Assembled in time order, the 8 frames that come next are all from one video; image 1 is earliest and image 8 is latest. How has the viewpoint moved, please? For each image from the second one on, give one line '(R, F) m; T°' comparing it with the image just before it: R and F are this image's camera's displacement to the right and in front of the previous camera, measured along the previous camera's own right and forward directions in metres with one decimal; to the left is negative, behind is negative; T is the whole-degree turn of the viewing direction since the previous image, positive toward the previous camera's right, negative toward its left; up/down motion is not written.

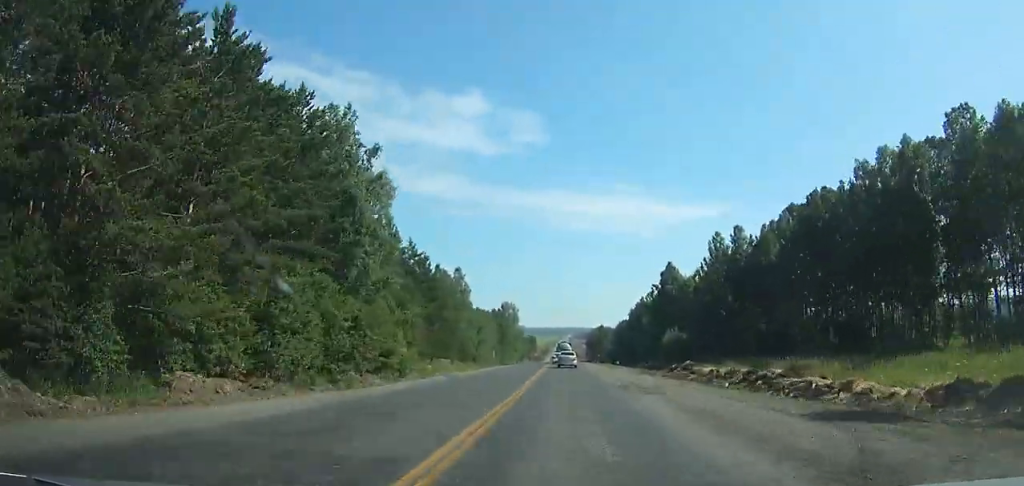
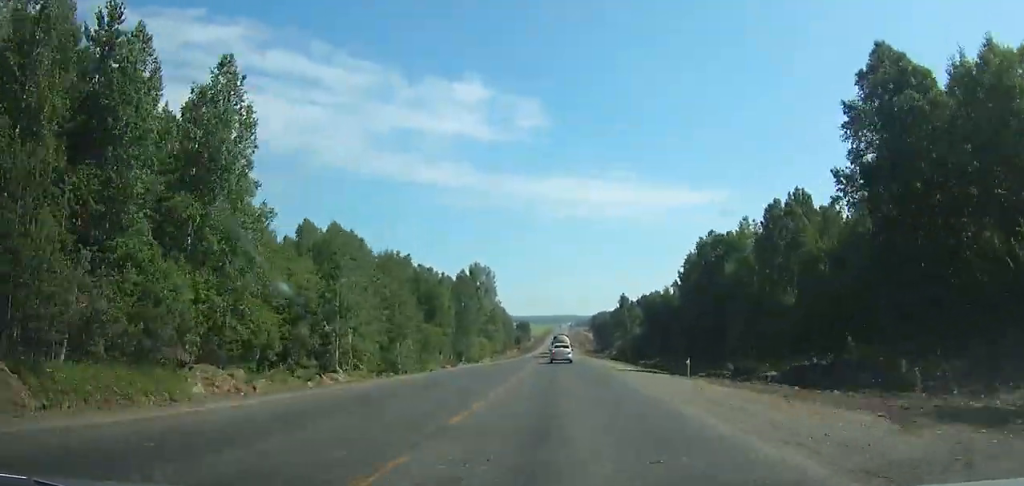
(-0.2, +79.9) m; 0°
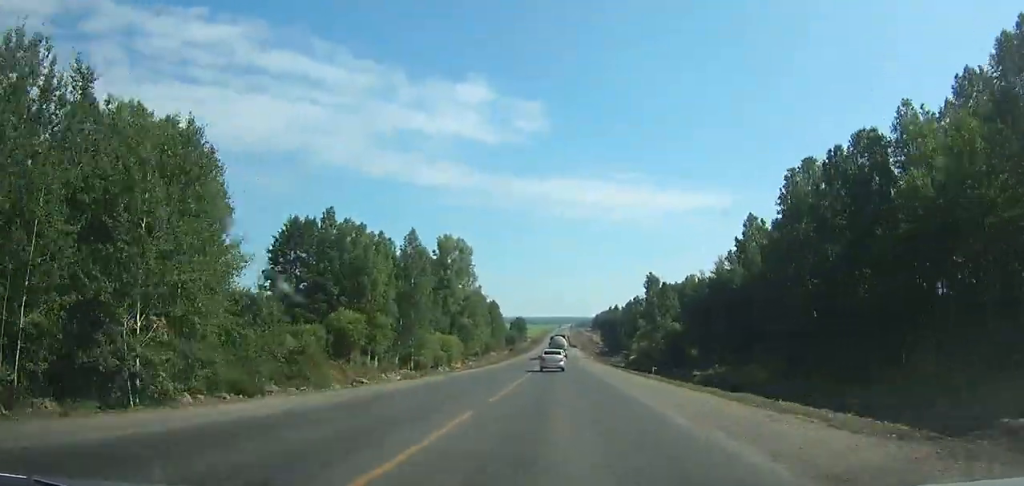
(+0.1, +42.4) m; 0°
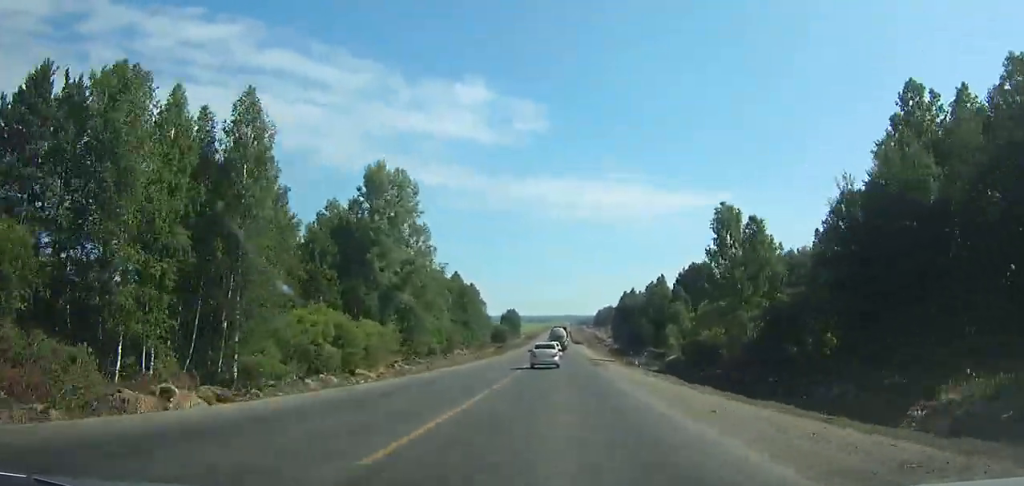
(+0.1, +44.6) m; 0°
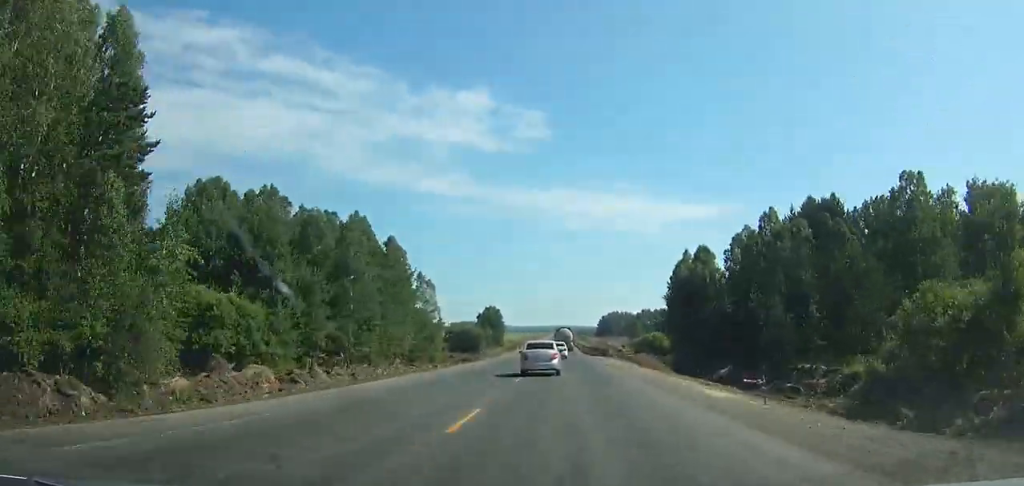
(-0.2, +70.5) m; 0°
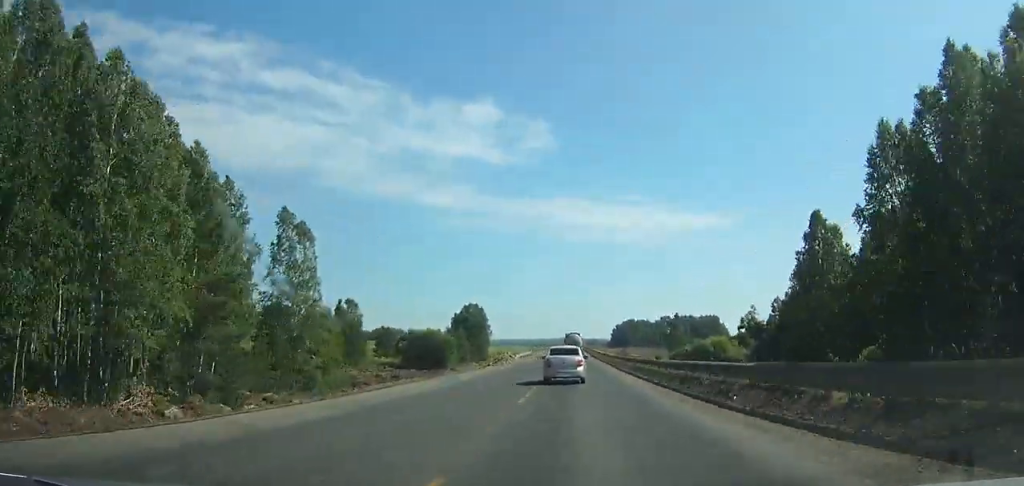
(-0.1, +56.2) m; 0°
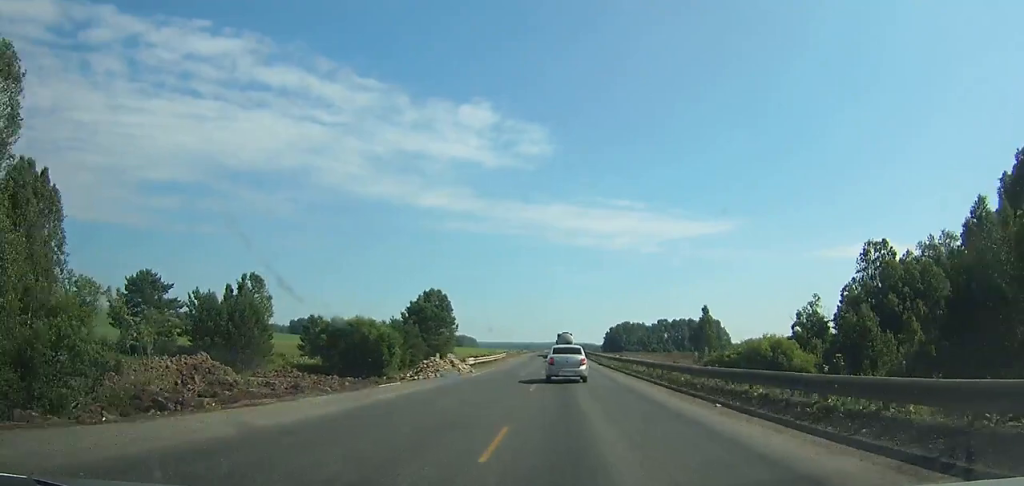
(0.0, +32.1) m; 0°
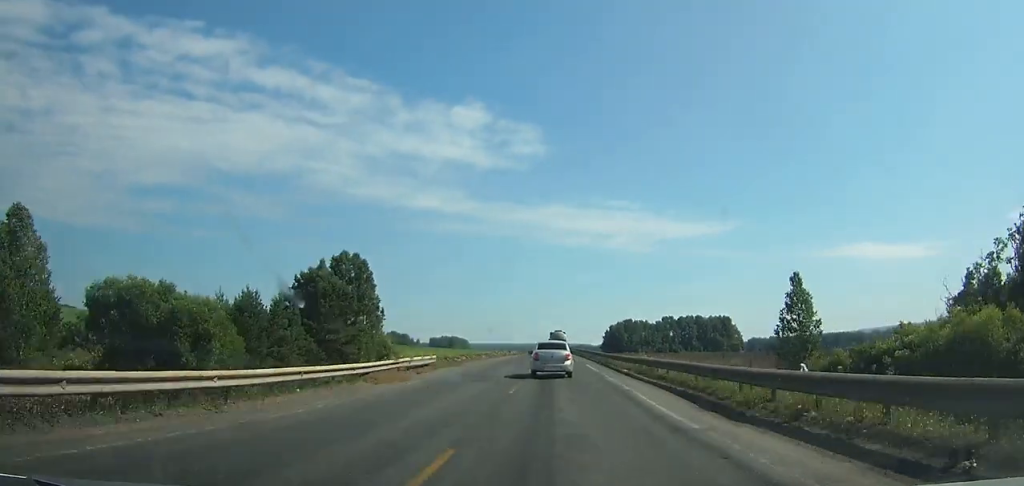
(+0.2, +37.7) m; 0°
